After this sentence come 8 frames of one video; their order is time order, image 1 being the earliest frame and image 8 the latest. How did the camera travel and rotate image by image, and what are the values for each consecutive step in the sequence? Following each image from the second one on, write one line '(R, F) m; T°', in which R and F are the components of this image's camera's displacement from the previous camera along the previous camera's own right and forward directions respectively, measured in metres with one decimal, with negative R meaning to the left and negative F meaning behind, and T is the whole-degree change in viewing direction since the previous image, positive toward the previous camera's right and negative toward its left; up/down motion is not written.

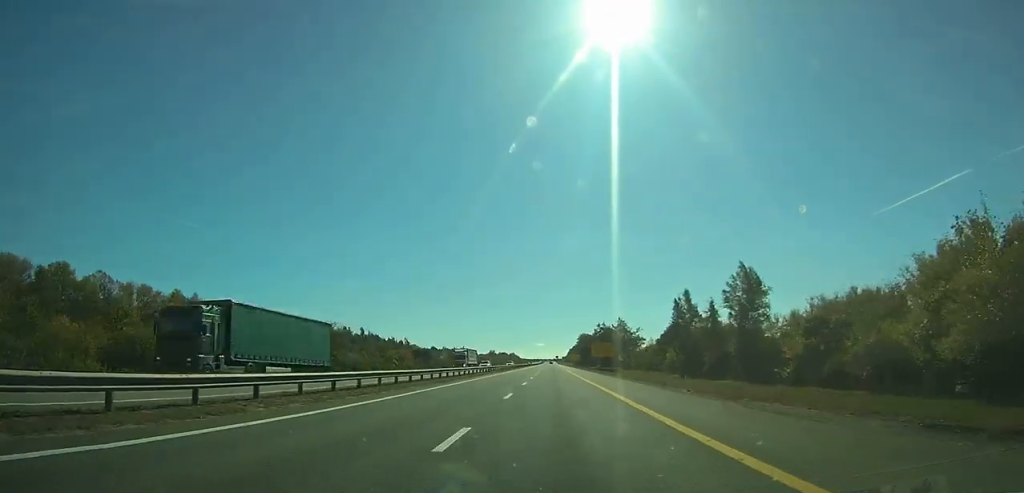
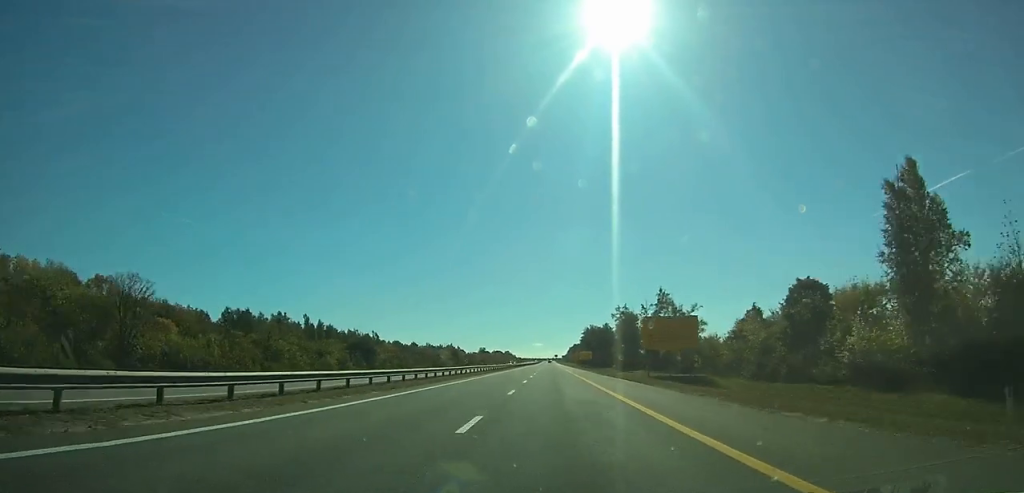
(-0.2, +69.4) m; 0°
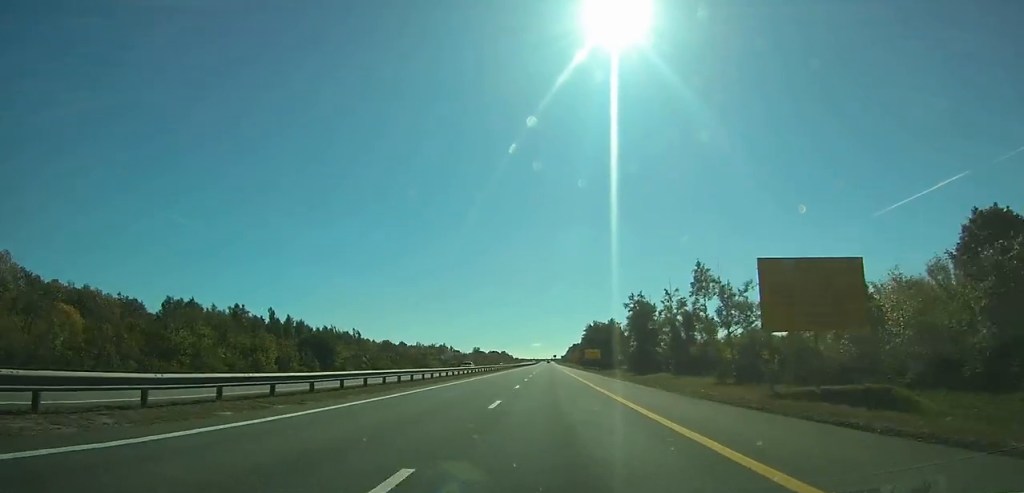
(0.0, +30.2) m; 0°
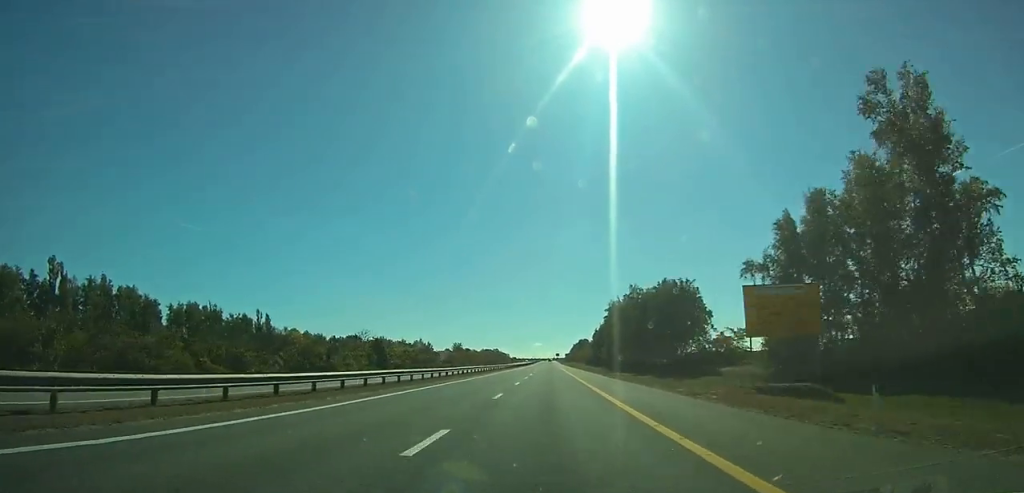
(0.0, +104.2) m; 0°
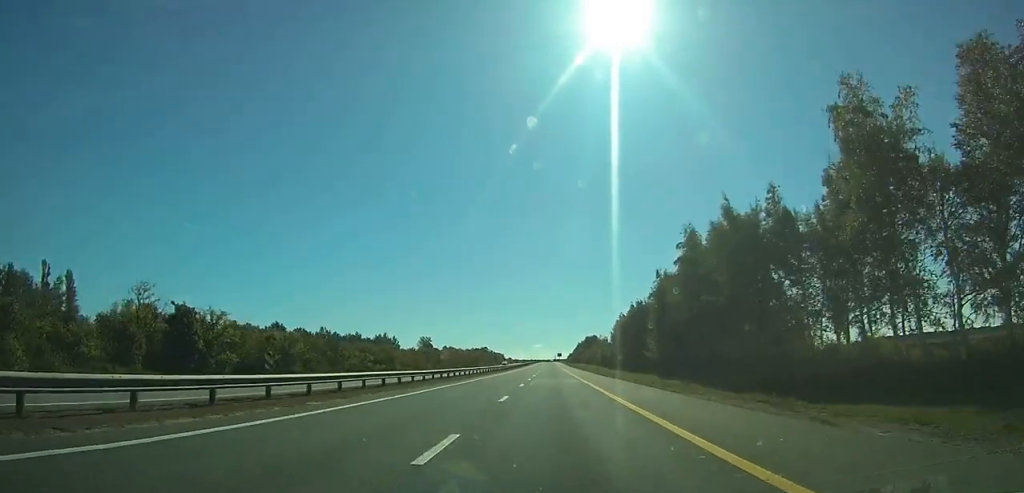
(+0.1, +96.9) m; 0°
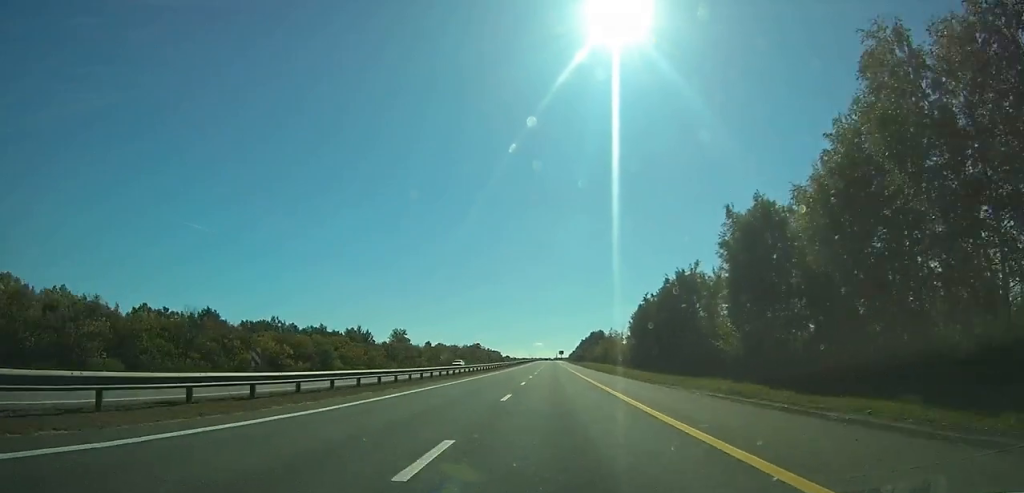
(+0.1, +49.3) m; 0°
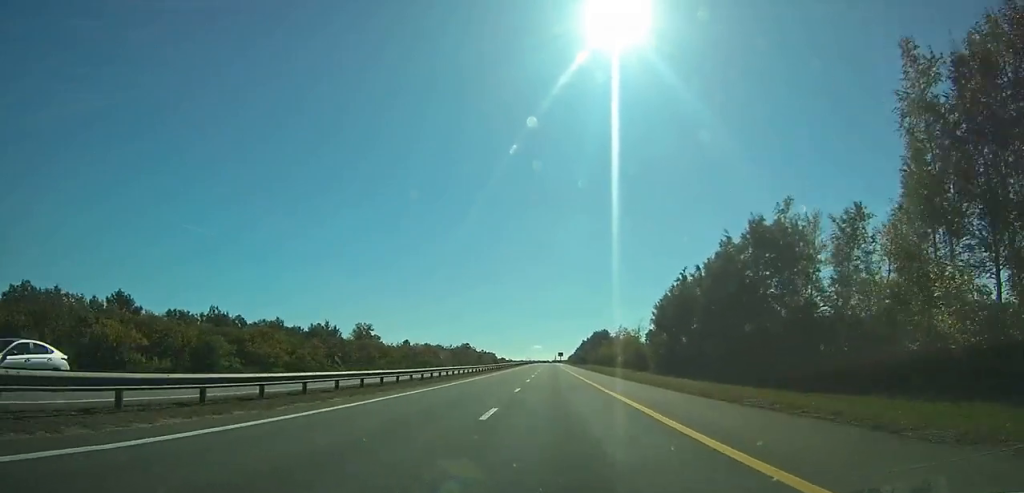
(0.0, +41.5) m; 0°
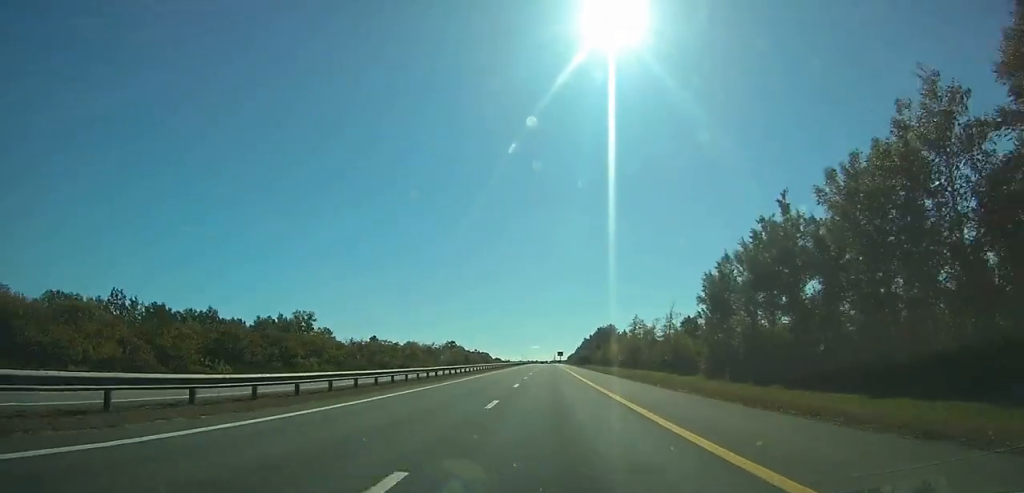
(0.0, +45.1) m; 0°
